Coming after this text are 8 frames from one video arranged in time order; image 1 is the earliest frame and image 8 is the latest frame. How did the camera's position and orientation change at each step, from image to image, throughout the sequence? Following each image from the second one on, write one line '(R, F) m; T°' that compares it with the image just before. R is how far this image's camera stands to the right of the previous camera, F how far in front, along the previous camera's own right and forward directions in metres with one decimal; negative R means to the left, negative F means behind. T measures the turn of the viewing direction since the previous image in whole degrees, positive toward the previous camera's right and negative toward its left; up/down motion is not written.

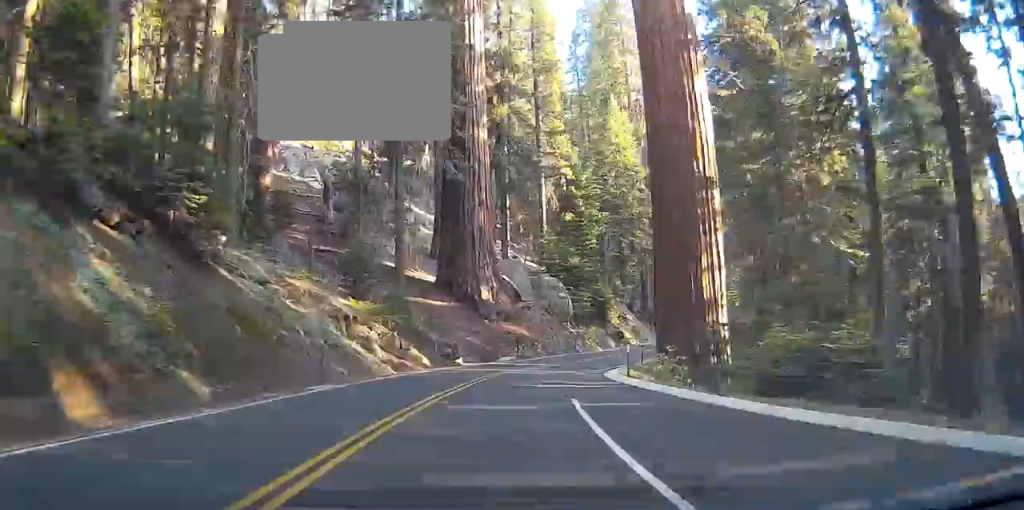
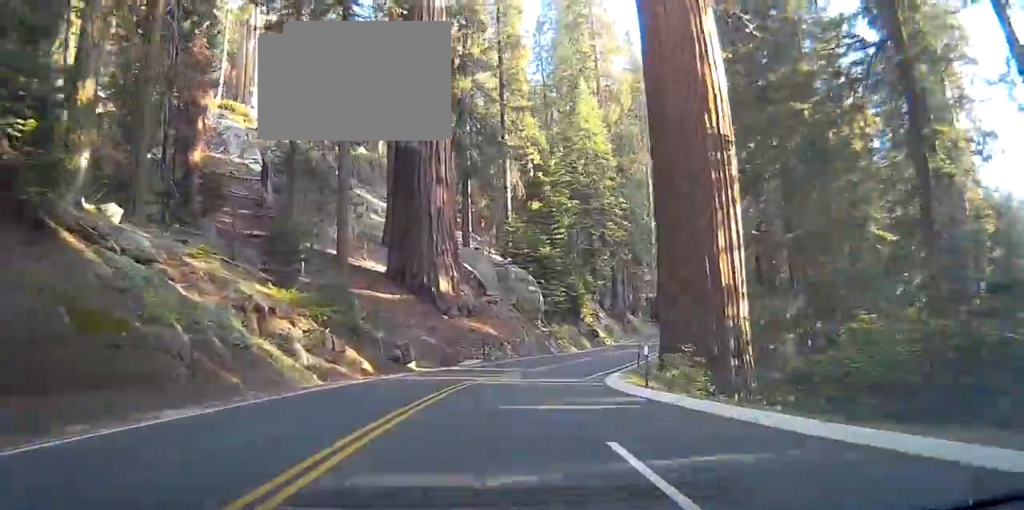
(+0.3, +8.3) m; +5°
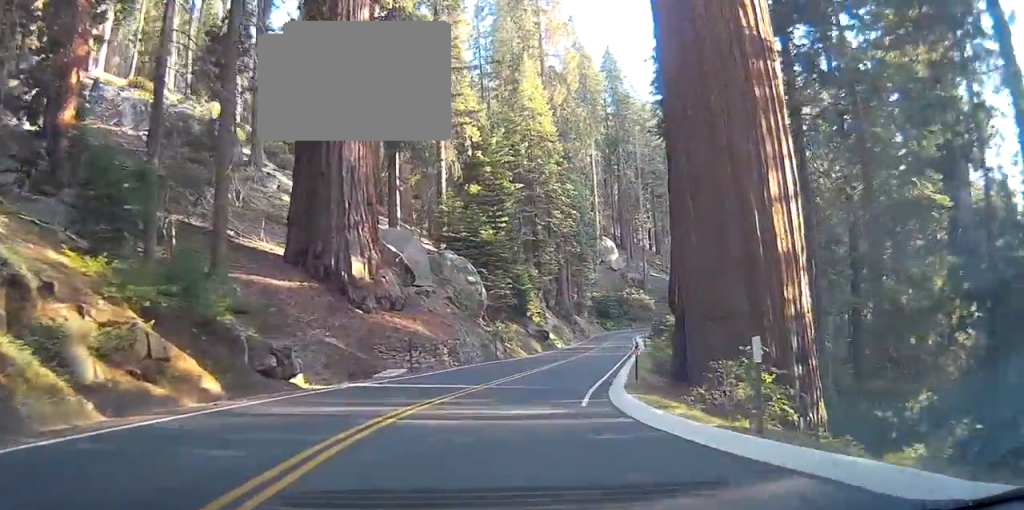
(+0.6, +11.3) m; +6°
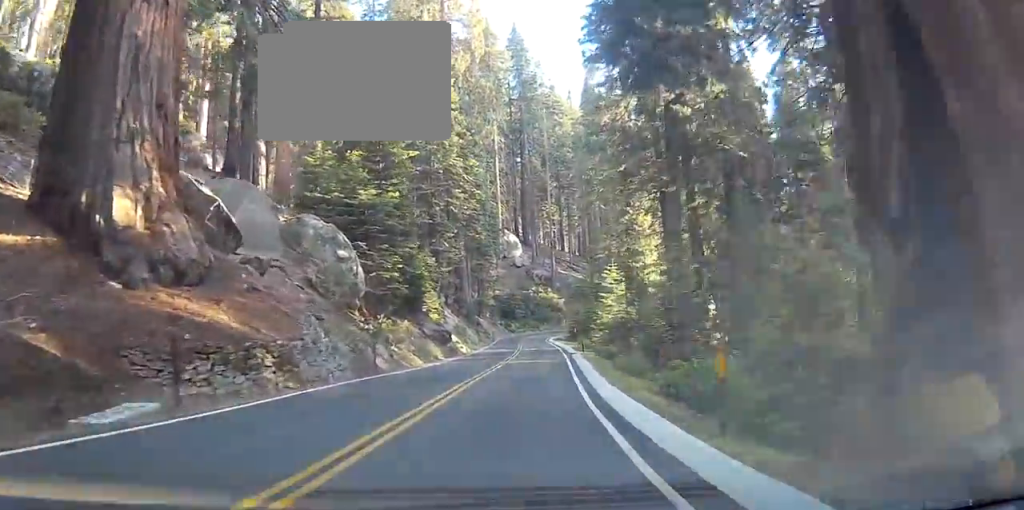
(+1.1, +15.3) m; +8°
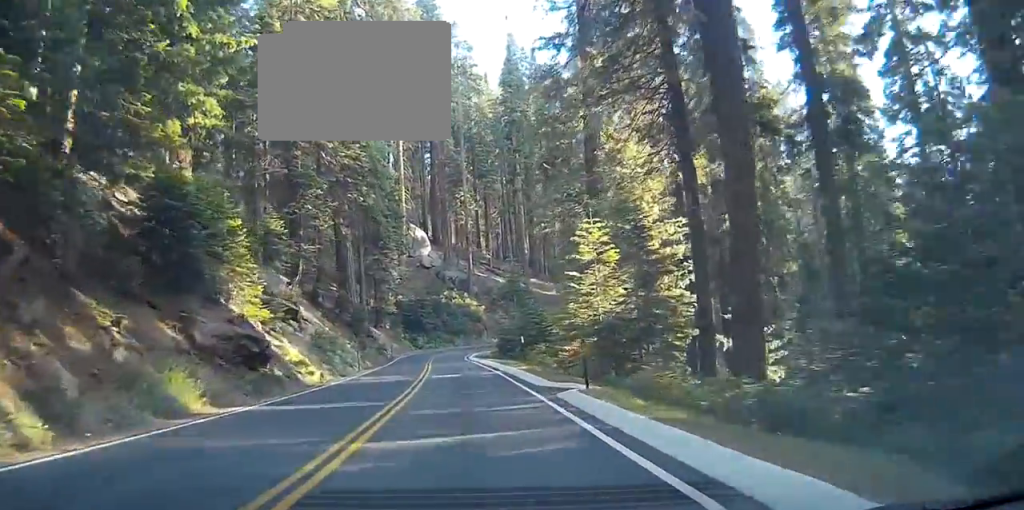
(+1.2, +27.1) m; 0°
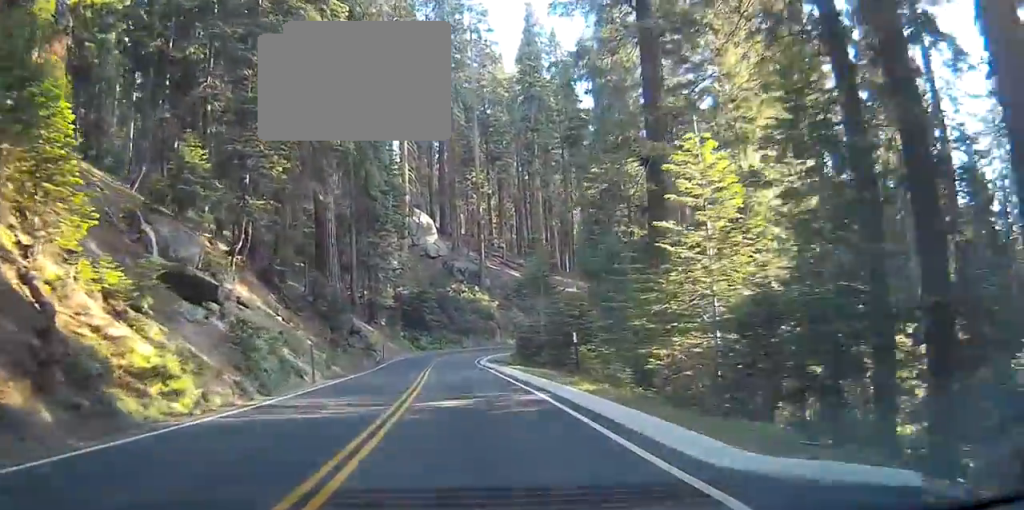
(-0.4, +14.3) m; -2°
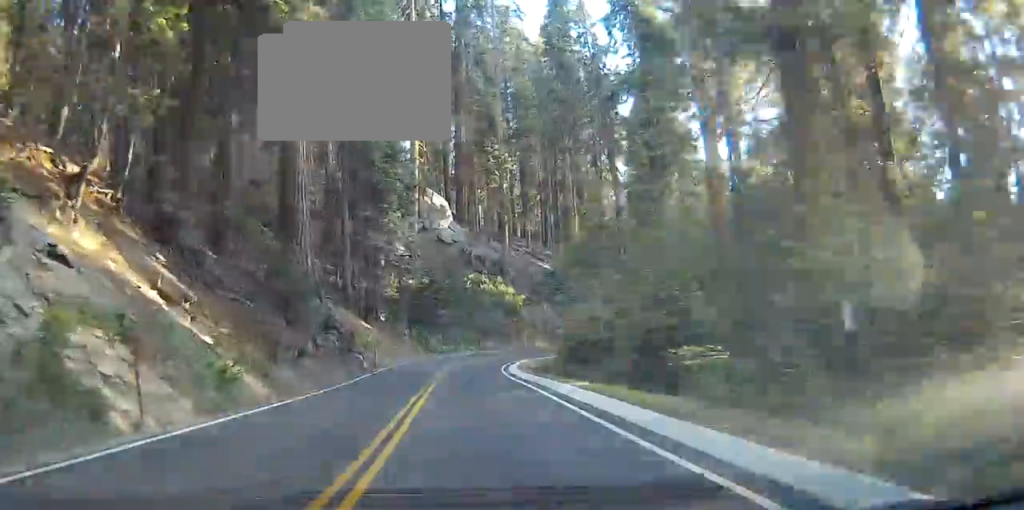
(-0.1, +15.5) m; 0°
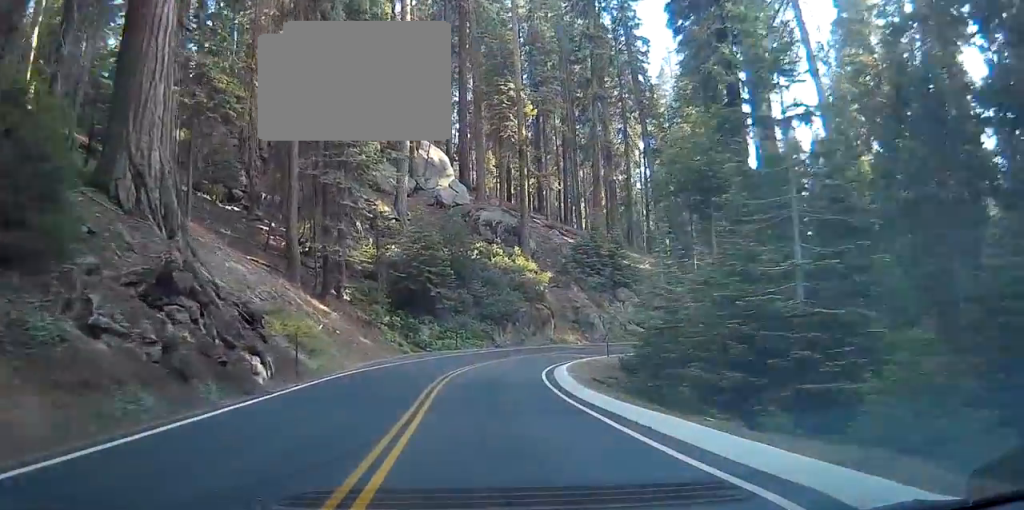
(+0.2, +20.4) m; +2°
